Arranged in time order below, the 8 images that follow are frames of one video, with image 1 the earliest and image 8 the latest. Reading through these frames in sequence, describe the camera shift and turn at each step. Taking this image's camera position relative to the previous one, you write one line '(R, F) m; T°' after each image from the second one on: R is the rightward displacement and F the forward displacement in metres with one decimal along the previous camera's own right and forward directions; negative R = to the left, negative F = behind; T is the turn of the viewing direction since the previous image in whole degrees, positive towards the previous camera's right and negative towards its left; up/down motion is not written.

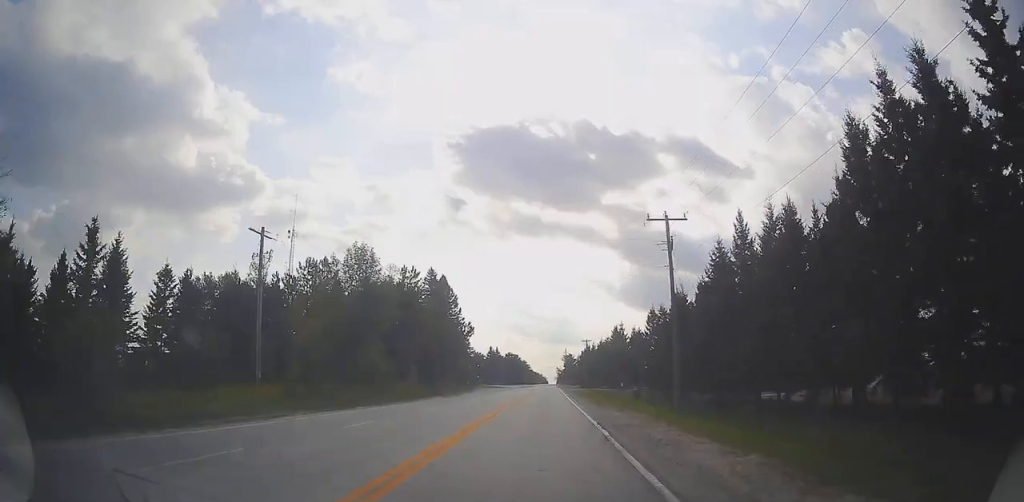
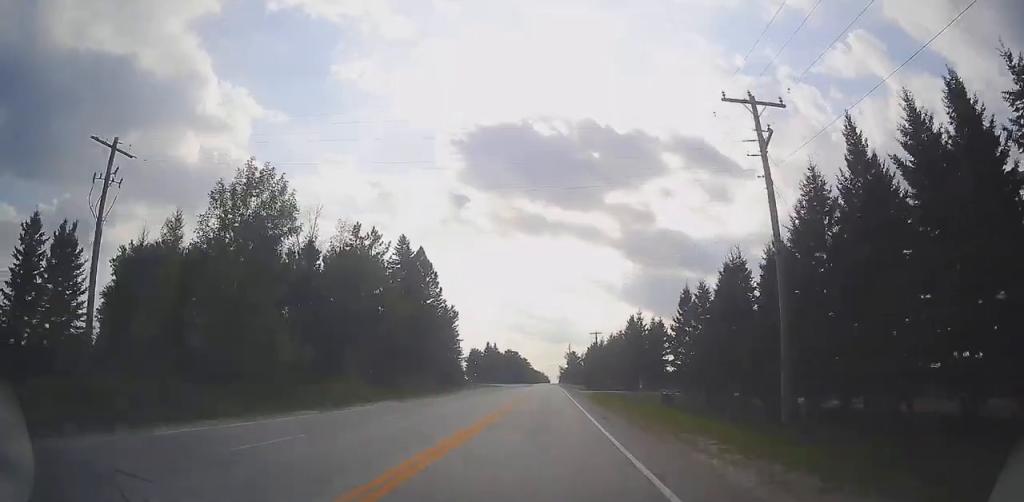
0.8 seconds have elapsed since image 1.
(+0.1, +15.4) m; 0°
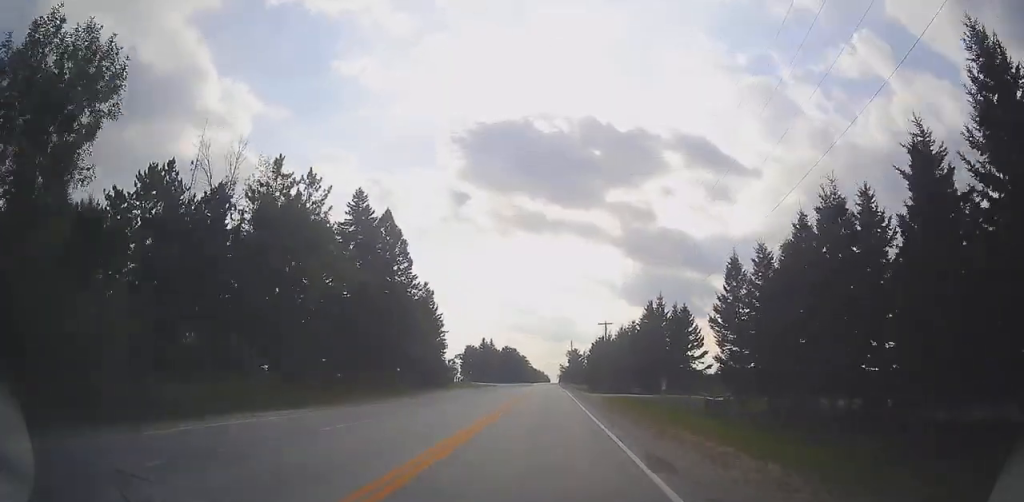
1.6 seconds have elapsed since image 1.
(-0.1, +13.7) m; 0°
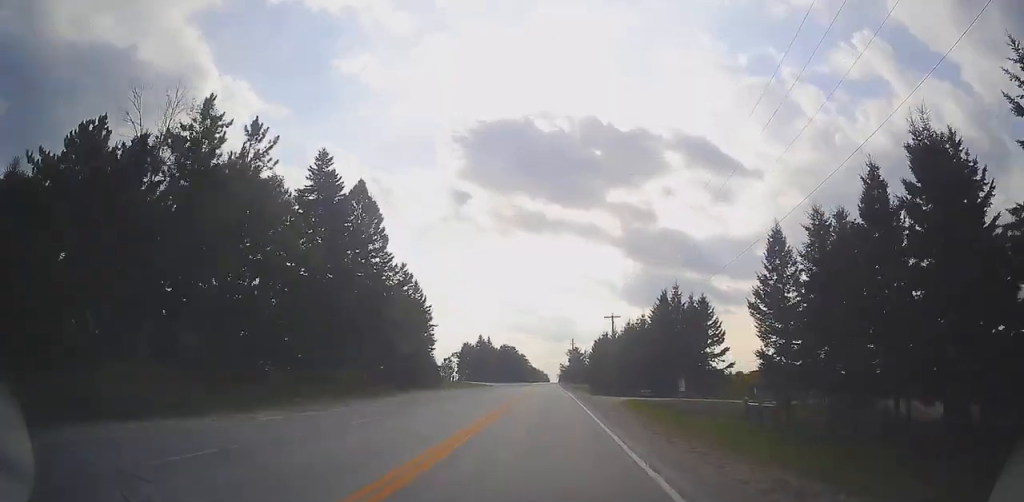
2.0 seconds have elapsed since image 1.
(0.0, +7.6) m; 0°
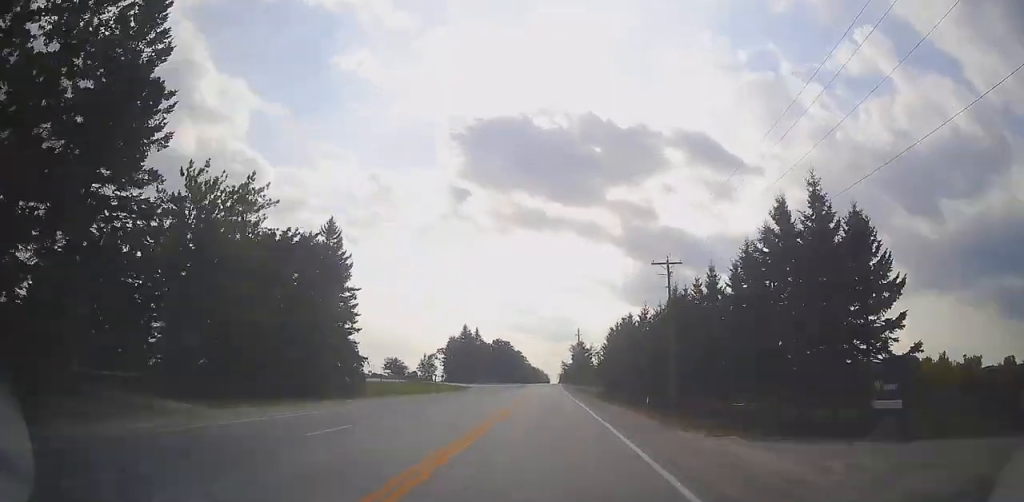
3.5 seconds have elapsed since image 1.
(-0.3, +29.7) m; 0°
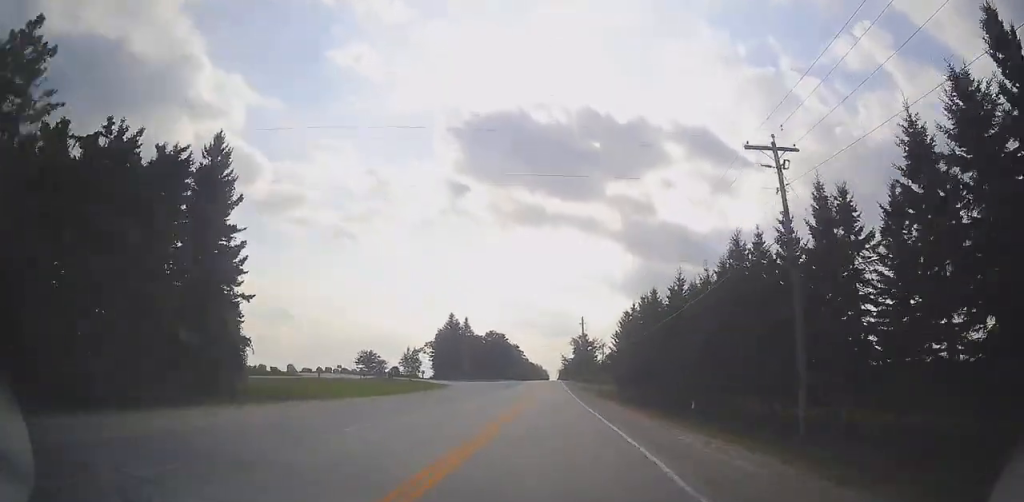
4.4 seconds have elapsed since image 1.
(+0.2, +17.3) m; 0°
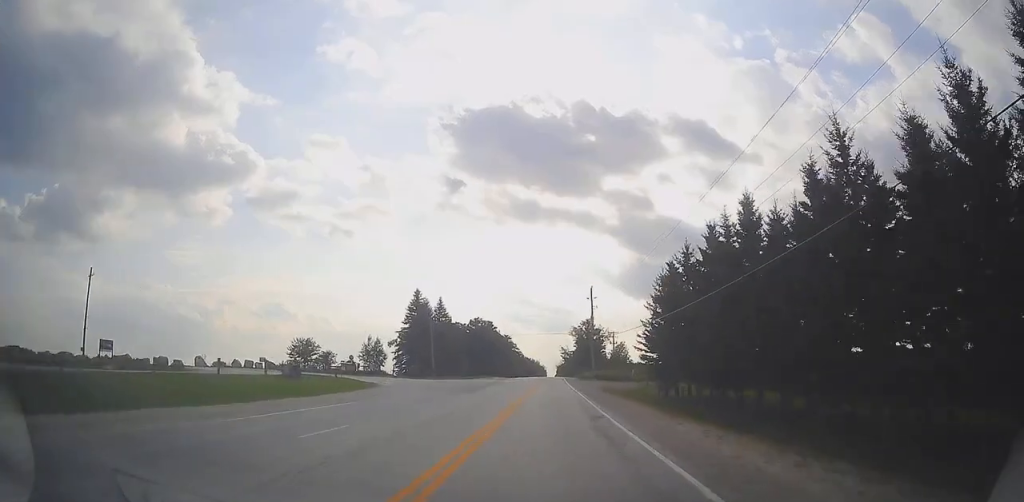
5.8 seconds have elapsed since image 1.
(-0.2, +28.1) m; -1°
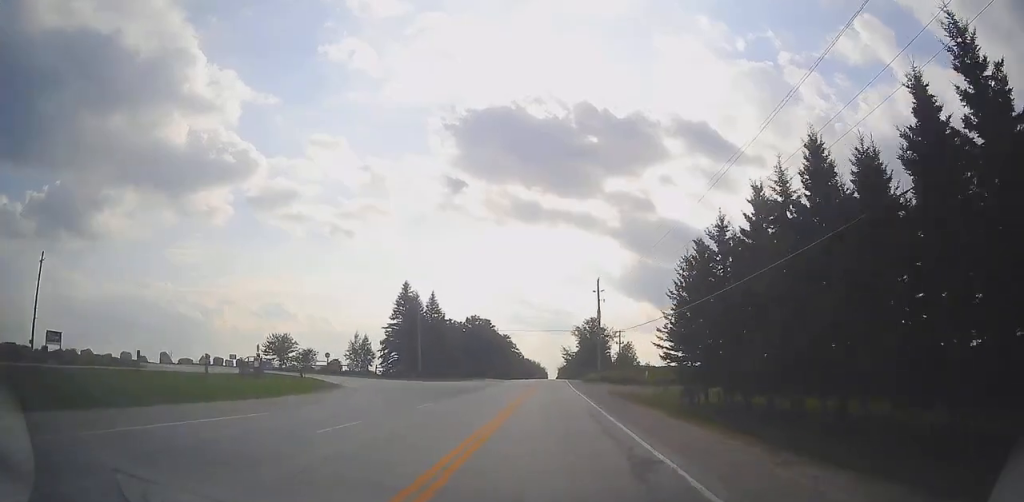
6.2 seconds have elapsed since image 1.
(0.0, +7.9) m; 0°
